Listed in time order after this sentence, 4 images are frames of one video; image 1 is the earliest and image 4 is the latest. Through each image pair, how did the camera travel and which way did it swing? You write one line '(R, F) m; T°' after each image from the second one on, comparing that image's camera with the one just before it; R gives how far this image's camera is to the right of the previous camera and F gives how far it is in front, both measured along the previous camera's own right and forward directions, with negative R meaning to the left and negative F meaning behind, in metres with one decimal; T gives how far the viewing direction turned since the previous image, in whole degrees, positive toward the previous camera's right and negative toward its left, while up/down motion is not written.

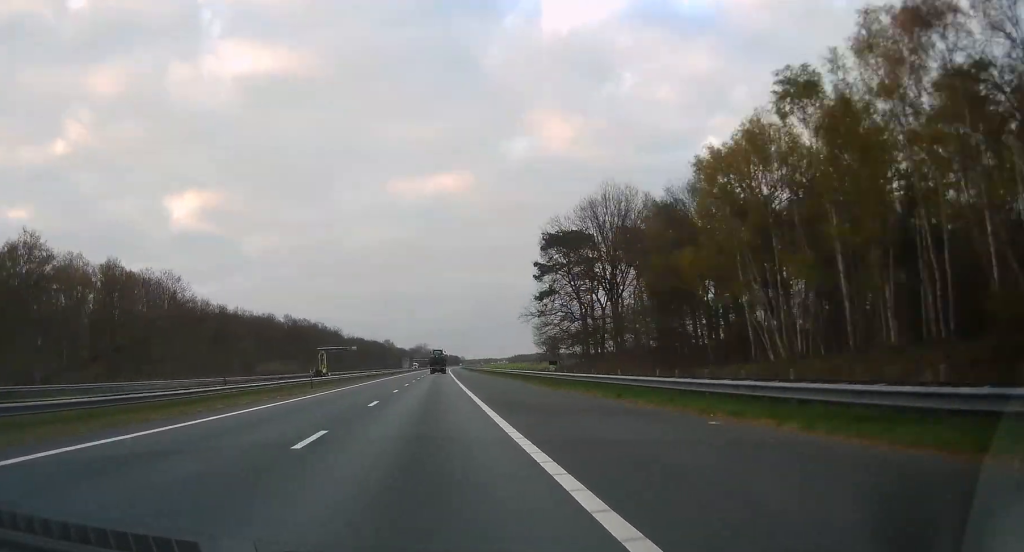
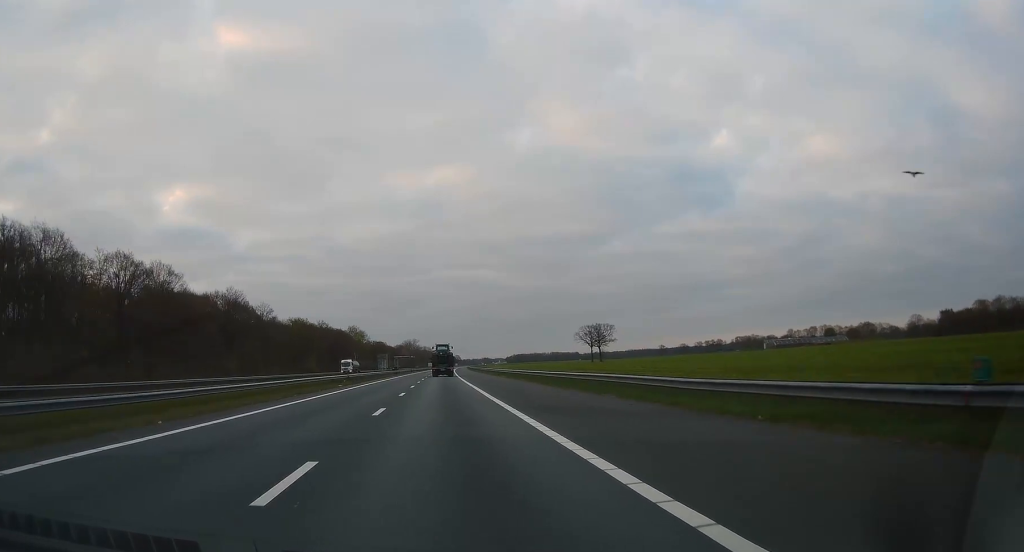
(+1.3, +141.8) m; +1°
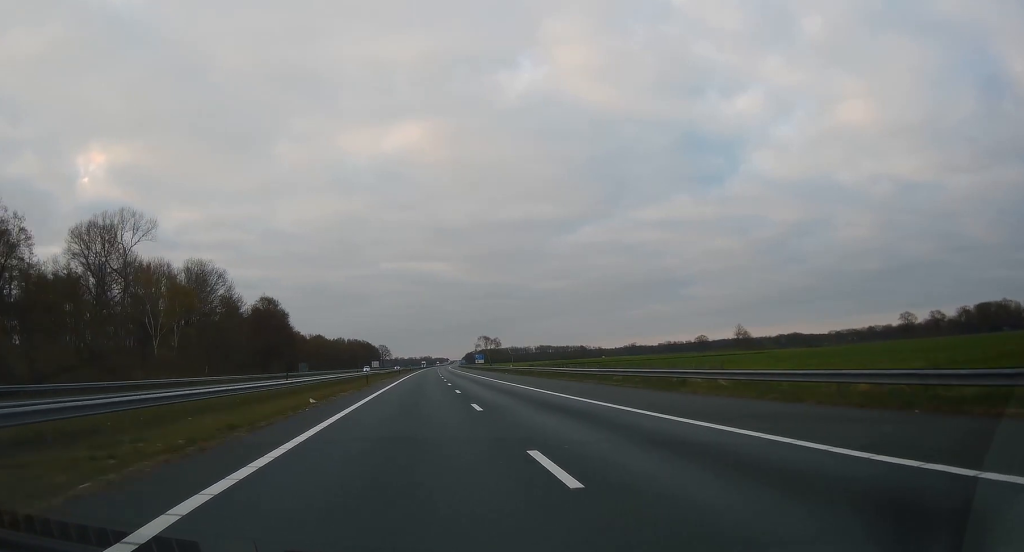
(+23.1, +601.8) m; +6°
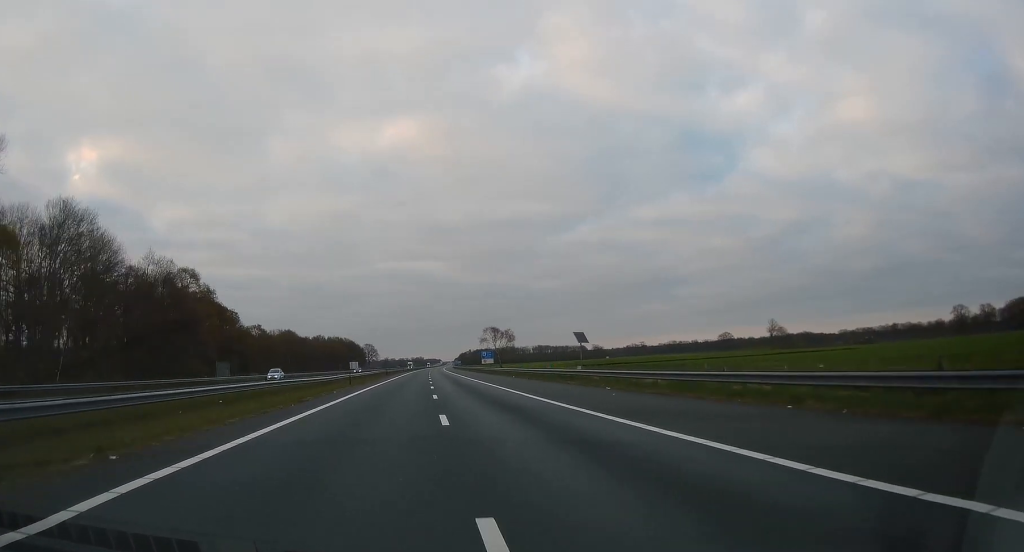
(+0.4, +50.8) m; 0°
